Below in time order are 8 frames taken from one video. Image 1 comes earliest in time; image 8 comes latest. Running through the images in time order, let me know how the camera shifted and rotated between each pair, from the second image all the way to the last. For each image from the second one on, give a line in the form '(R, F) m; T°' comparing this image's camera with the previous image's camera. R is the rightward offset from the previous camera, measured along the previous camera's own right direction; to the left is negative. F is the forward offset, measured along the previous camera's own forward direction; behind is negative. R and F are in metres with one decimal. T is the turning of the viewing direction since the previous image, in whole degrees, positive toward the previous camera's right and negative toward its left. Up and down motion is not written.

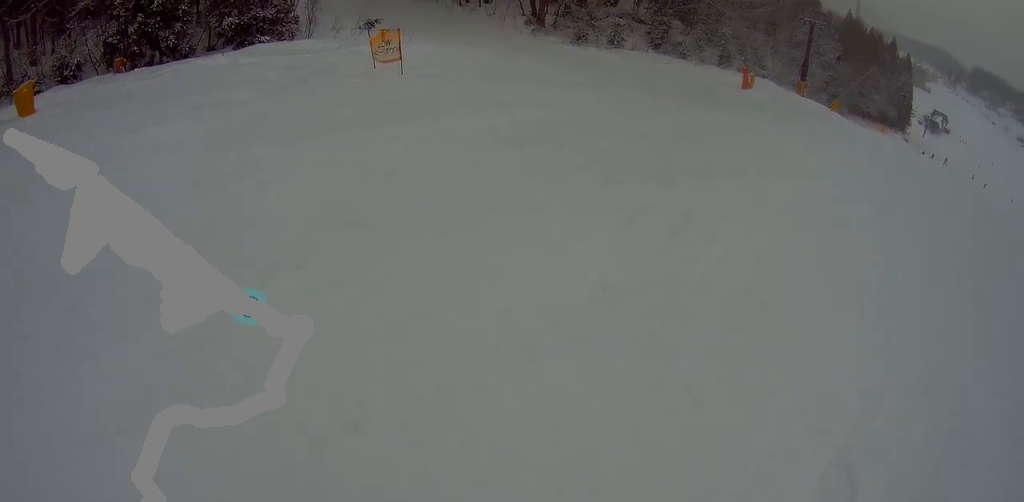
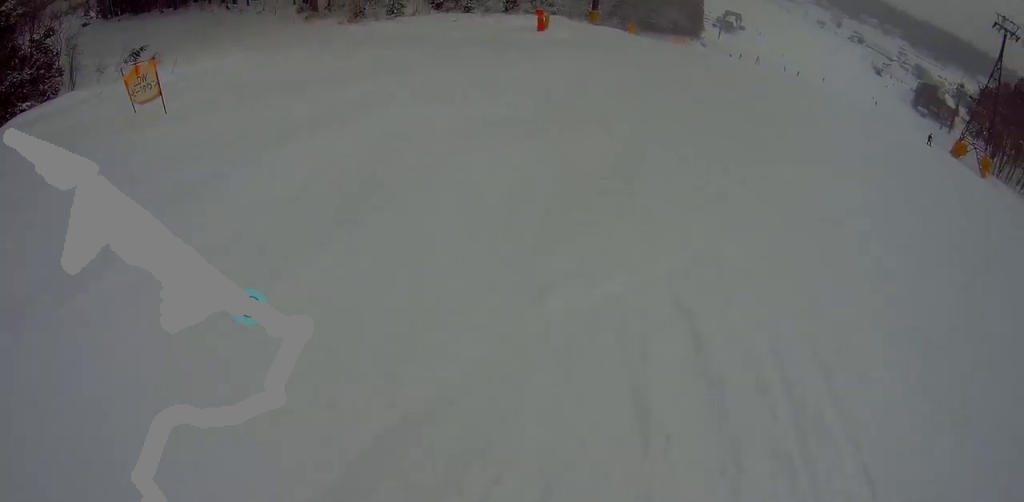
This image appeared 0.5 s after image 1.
(-0.2, +3.0) m; +3°
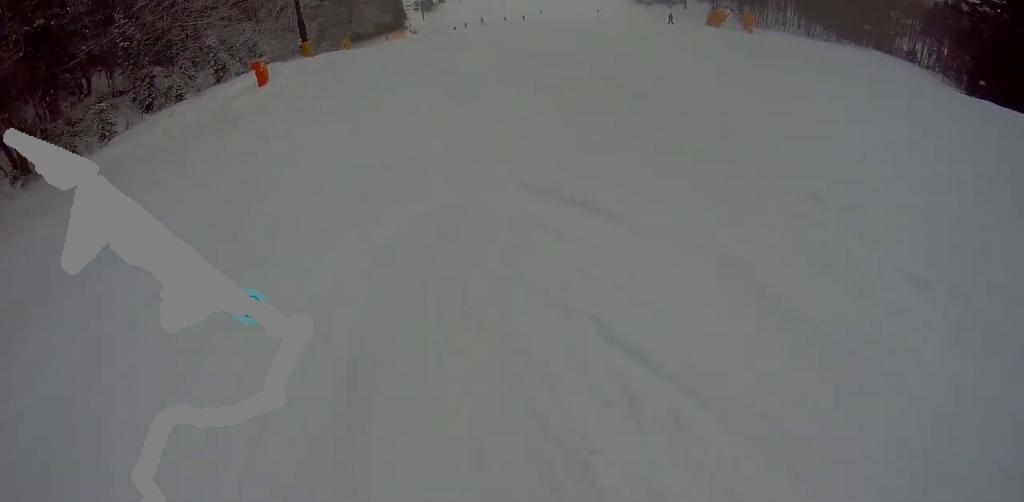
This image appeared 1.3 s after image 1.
(0.0, +5.4) m; +14°
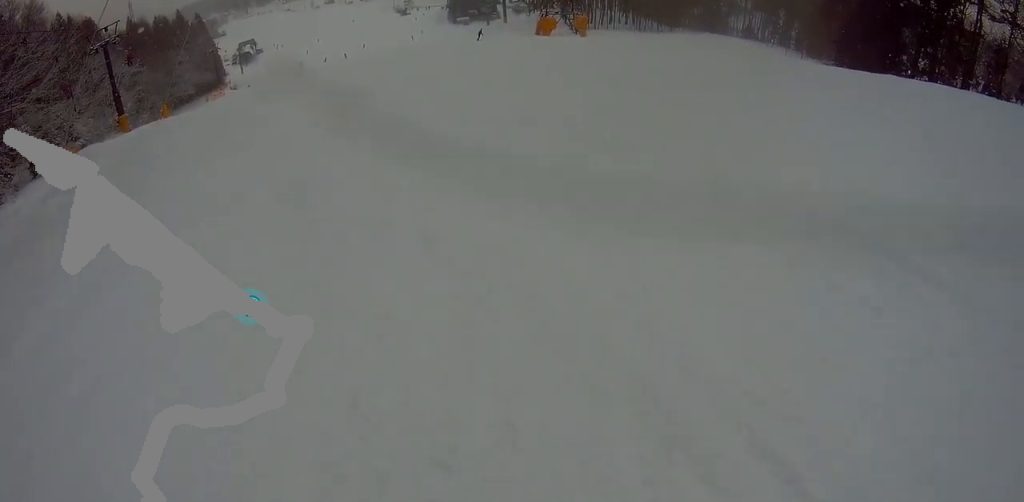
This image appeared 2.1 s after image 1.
(+0.8, +5.1) m; +23°
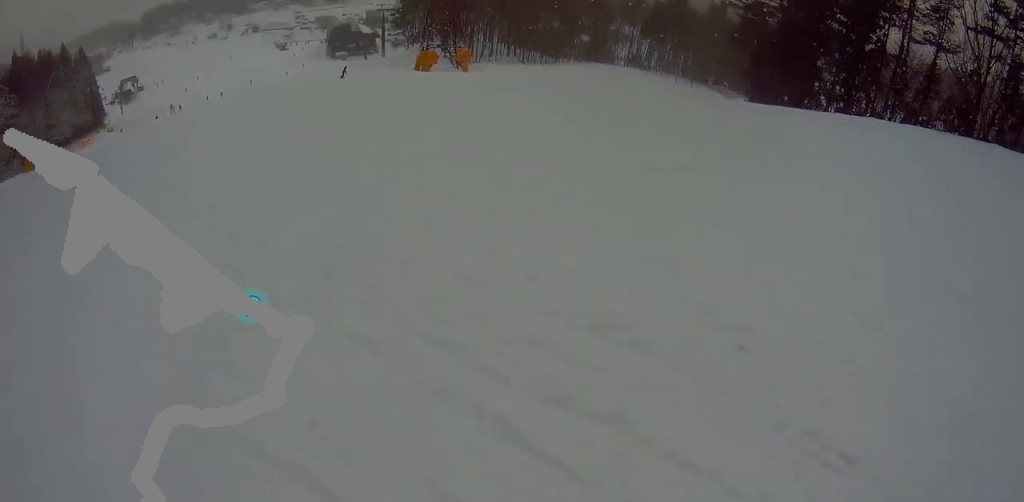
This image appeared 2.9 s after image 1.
(+1.3, +5.0) m; +28°
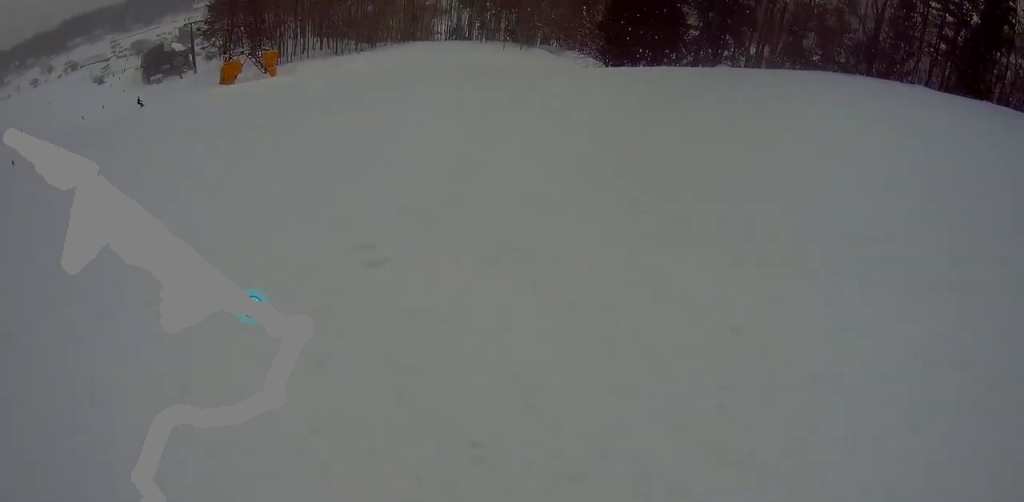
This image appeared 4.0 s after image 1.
(+2.5, +6.9) m; +25°
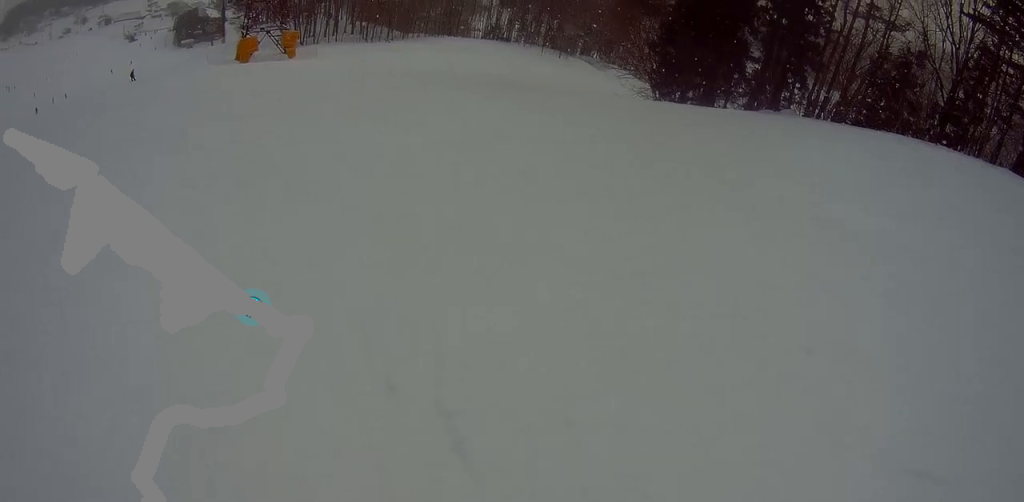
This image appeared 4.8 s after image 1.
(+0.1, +5.4) m; +1°
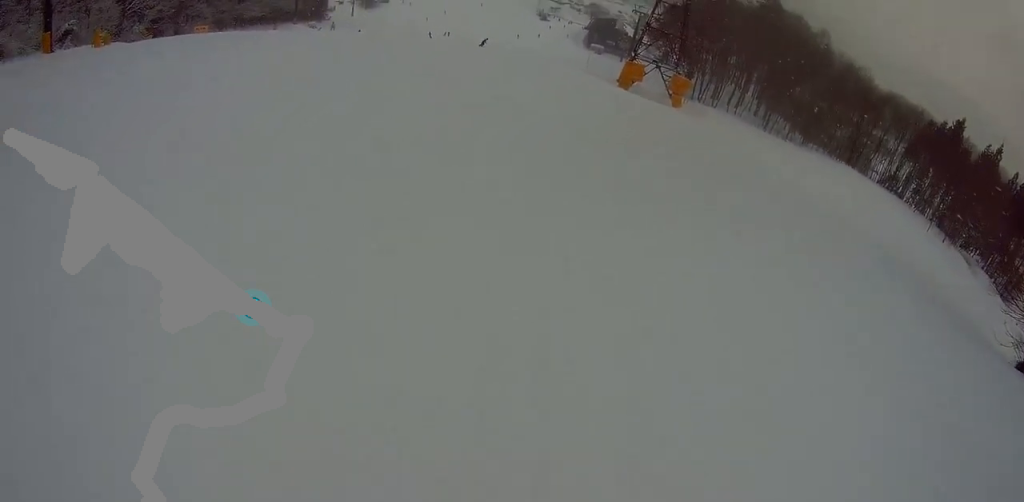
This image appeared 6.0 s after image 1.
(-0.1, +8.2) m; -8°
